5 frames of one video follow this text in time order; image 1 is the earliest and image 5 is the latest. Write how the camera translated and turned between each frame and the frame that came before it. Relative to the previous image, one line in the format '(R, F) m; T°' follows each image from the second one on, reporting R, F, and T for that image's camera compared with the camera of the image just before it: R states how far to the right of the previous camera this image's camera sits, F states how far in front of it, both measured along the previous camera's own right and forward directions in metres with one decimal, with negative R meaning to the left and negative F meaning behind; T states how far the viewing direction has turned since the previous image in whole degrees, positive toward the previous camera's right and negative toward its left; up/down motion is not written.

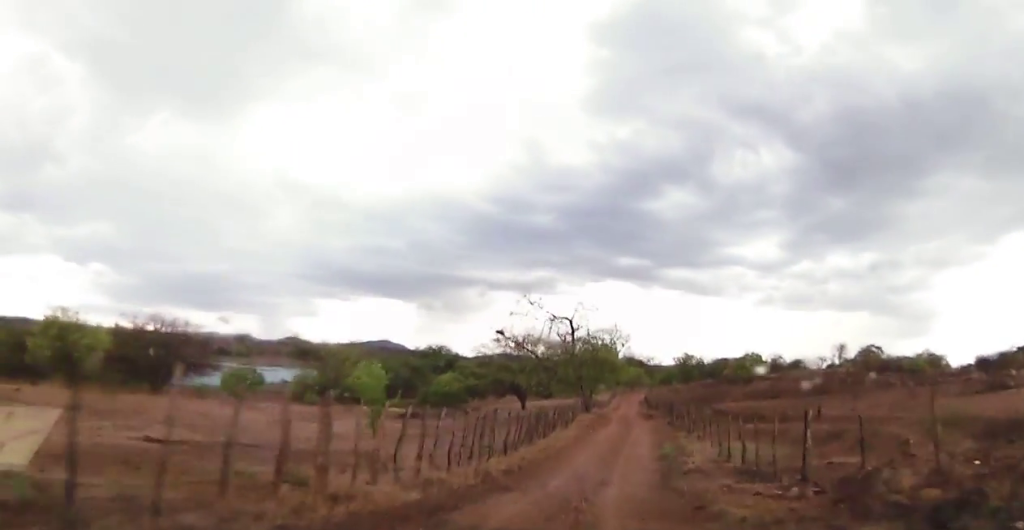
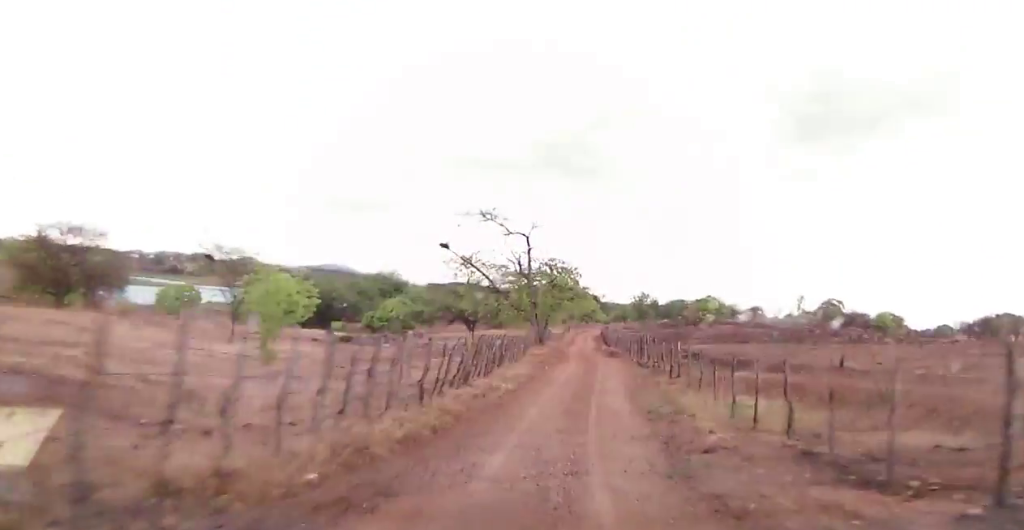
(+0.3, +6.5) m; +2°
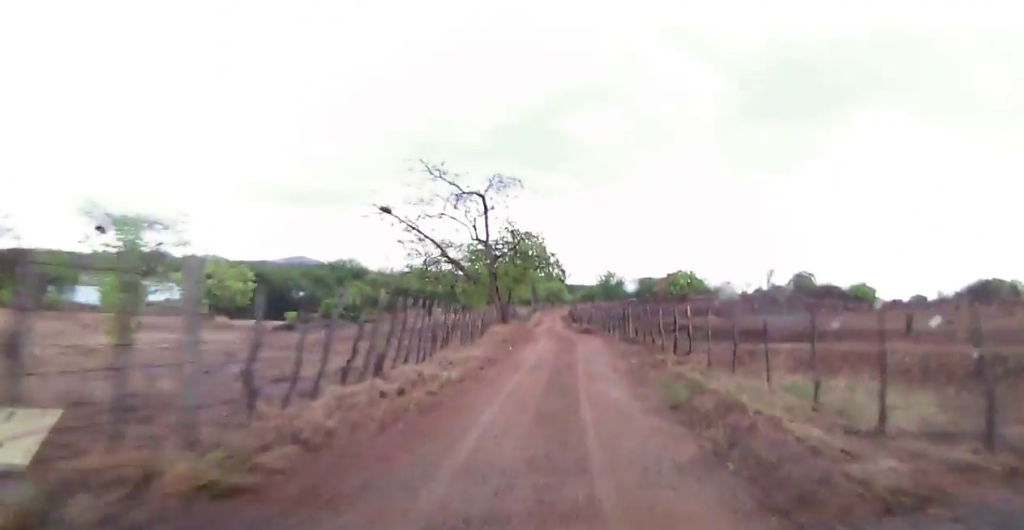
(0.0, +5.5) m; 0°
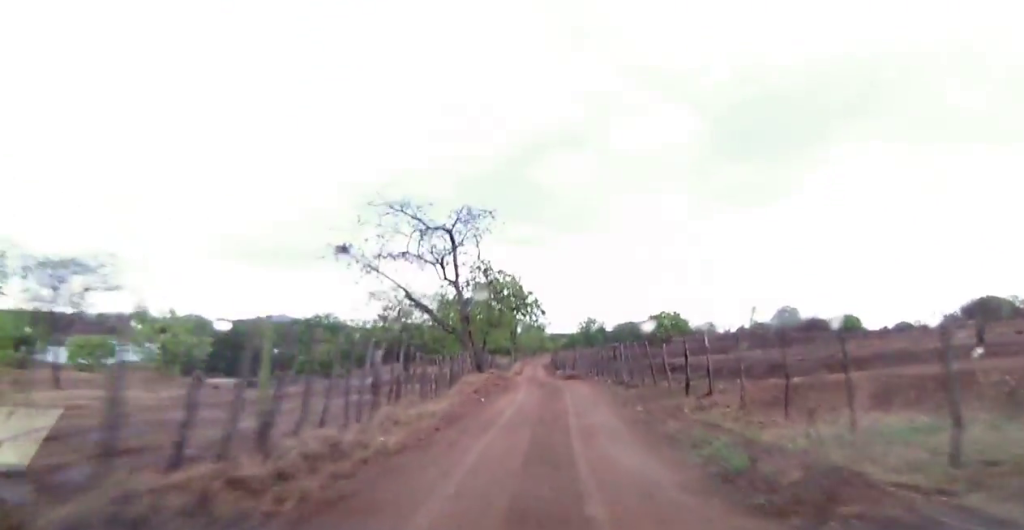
(0.0, +3.3) m; +2°
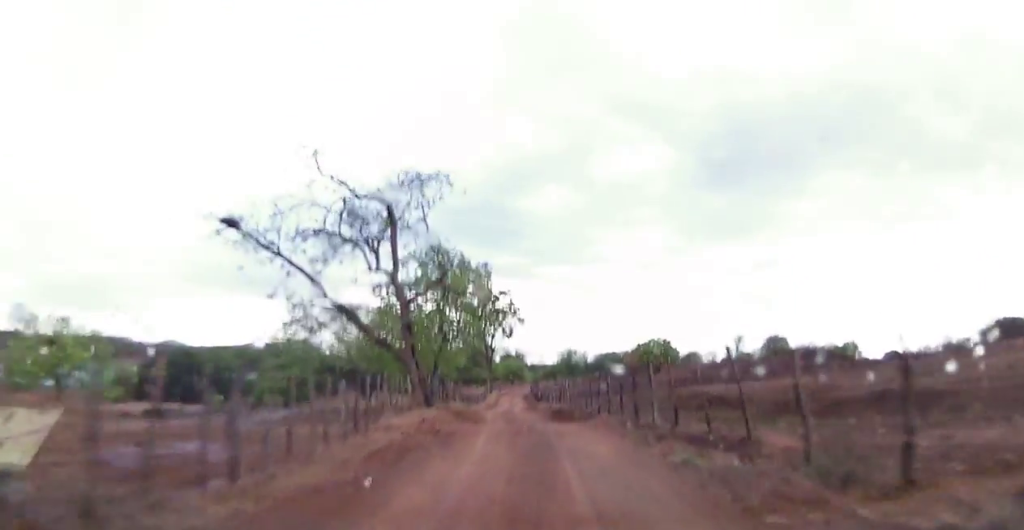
(+0.3, +9.4) m; +3°
